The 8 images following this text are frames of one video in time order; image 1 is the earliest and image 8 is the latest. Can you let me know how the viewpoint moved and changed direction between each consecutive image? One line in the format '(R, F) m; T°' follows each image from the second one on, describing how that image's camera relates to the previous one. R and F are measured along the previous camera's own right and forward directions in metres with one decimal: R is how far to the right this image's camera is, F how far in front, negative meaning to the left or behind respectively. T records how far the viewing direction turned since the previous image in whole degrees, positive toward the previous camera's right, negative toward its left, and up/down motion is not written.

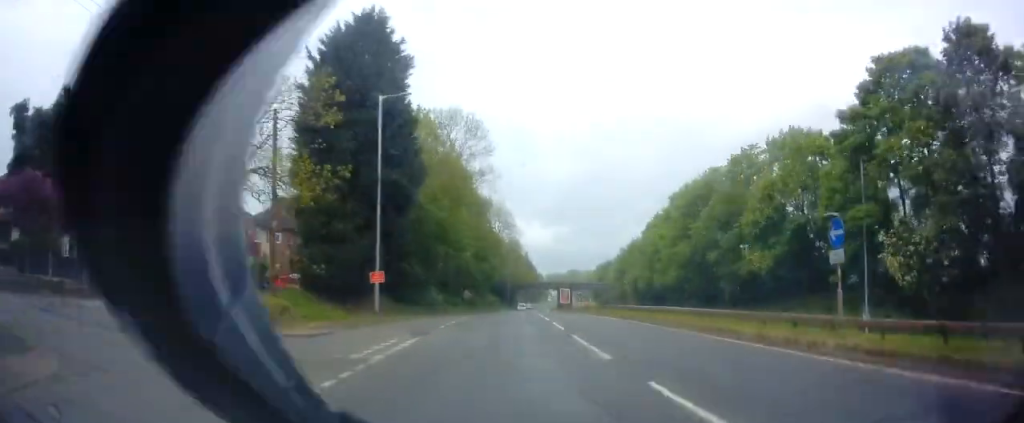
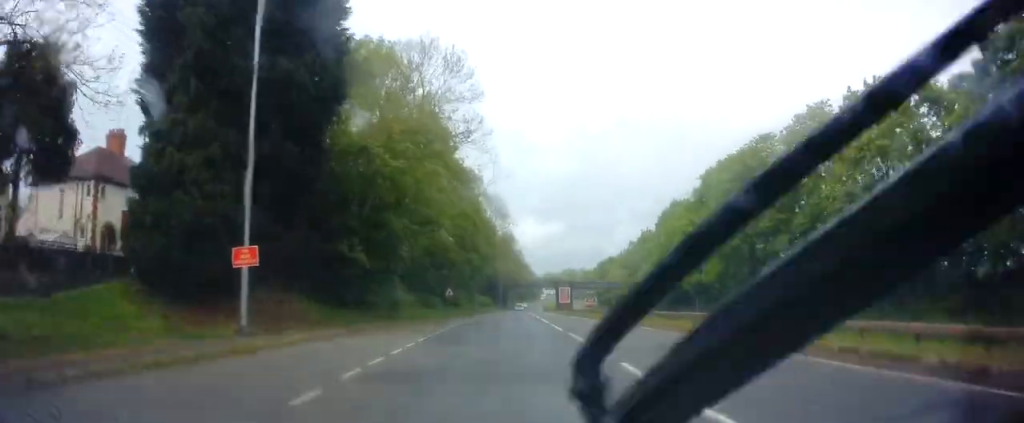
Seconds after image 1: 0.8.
(+0.2, +15.3) m; +1°
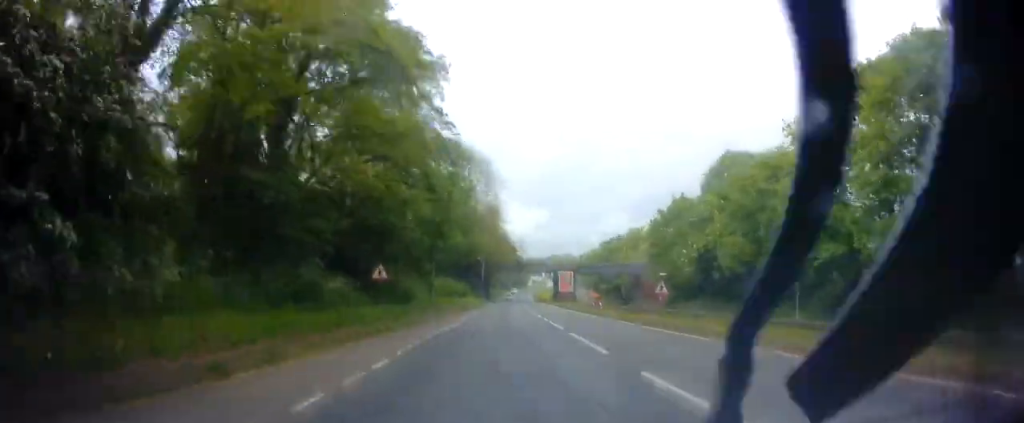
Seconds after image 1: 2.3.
(+0.4, +28.0) m; +2°
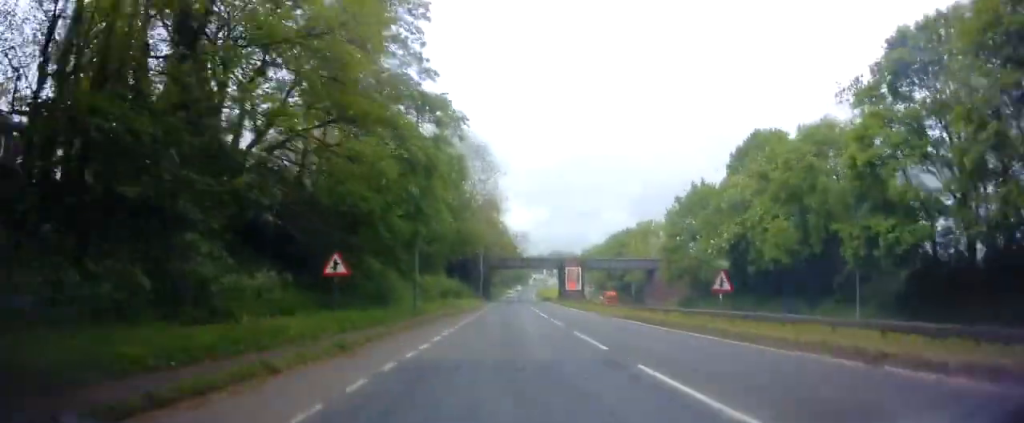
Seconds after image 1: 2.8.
(+0.2, +8.2) m; +1°
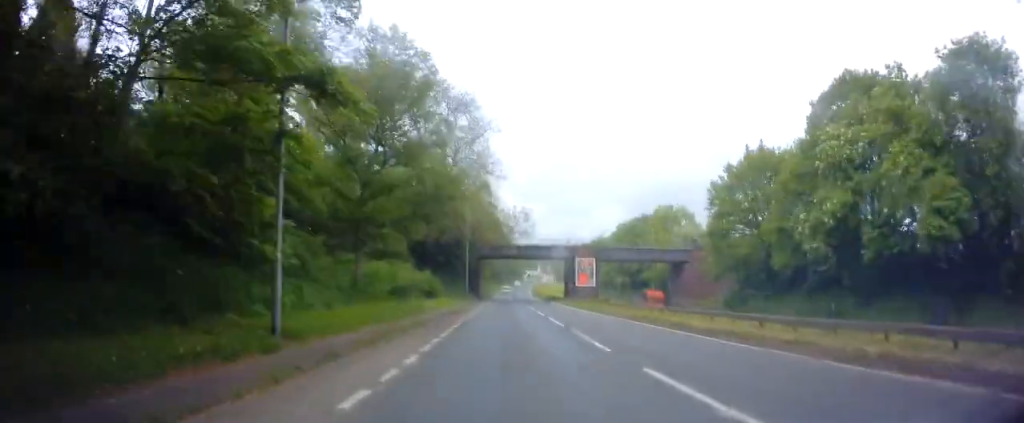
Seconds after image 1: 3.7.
(+0.3, +18.6) m; +1°
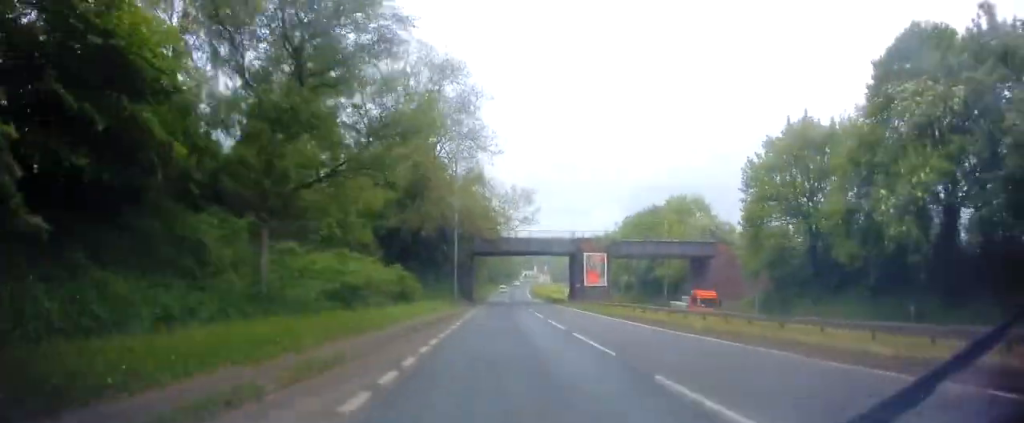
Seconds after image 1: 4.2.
(+0.1, +9.7) m; 0°
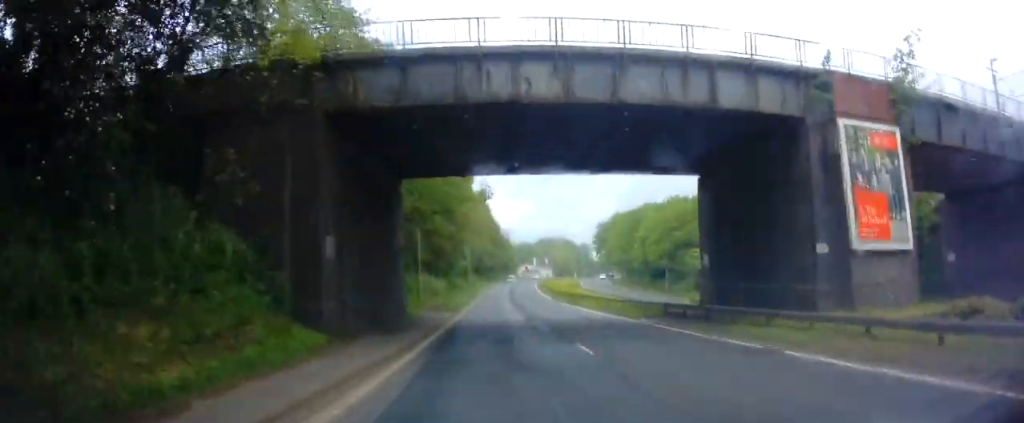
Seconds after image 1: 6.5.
(+0.4, +45.7) m; +1°
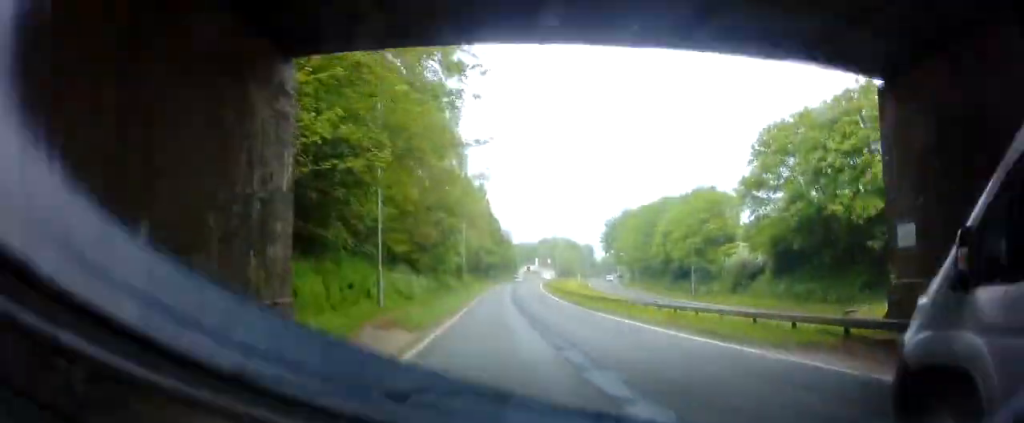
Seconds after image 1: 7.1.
(-0.3, +11.9) m; 0°
